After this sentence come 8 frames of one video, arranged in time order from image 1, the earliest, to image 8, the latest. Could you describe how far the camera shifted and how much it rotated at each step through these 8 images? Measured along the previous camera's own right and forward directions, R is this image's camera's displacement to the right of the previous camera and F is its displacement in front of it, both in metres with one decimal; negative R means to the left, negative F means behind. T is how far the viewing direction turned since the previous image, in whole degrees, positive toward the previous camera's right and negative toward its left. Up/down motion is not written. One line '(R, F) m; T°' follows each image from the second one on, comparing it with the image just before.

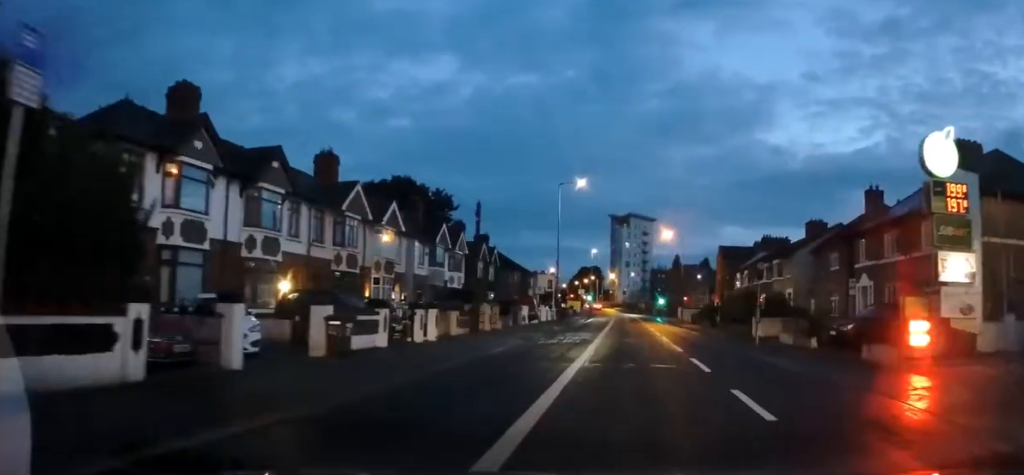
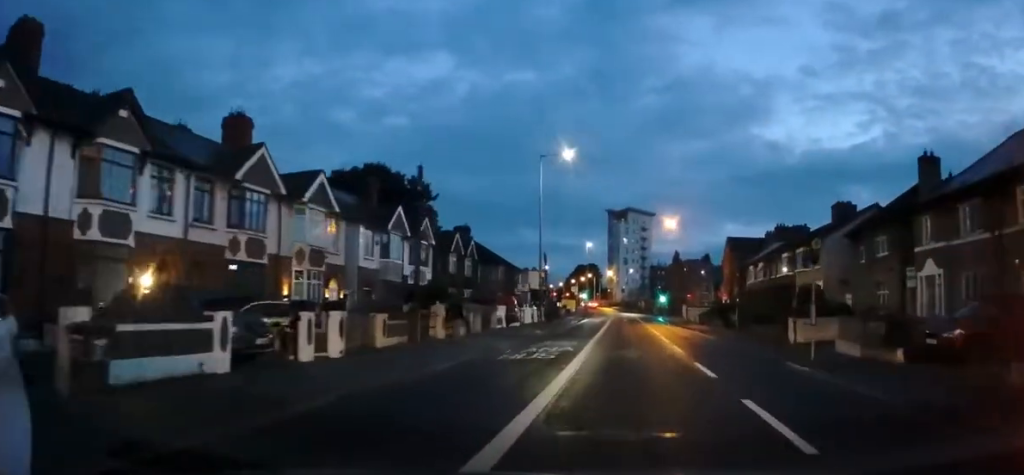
(+0.1, +8.0) m; +1°
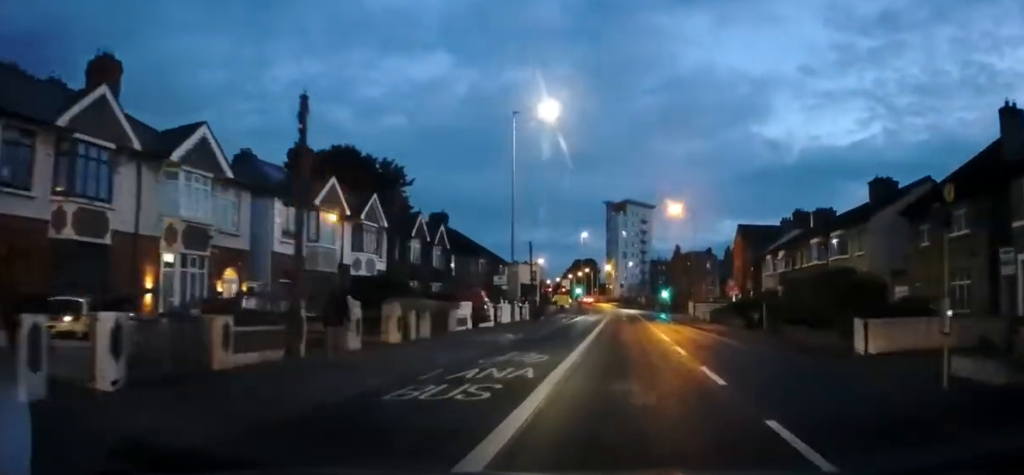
(+0.1, +8.0) m; +1°
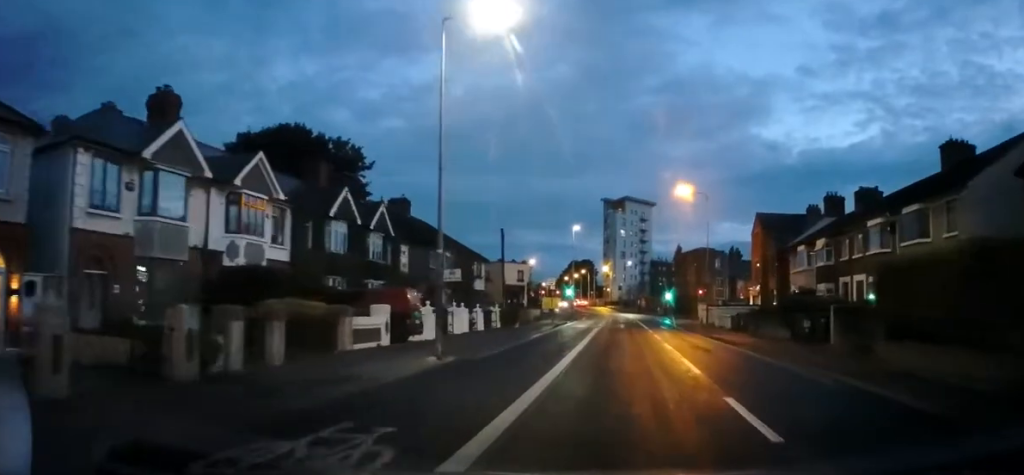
(+0.3, +10.3) m; -1°
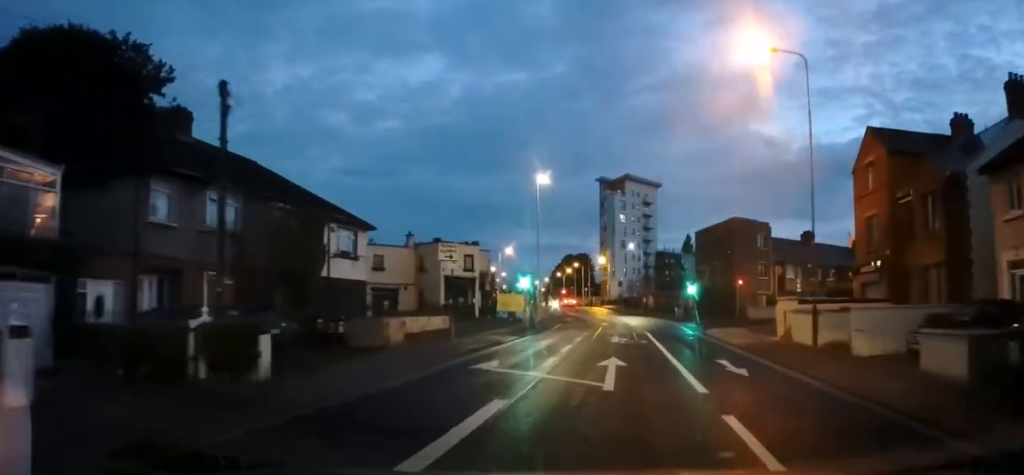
(-1.0, +27.2) m; -3°
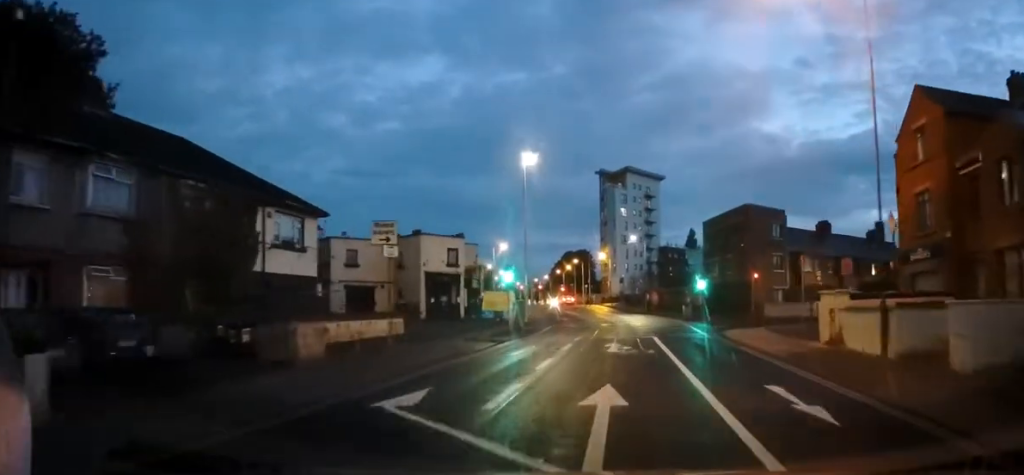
(-0.1, +5.6) m; +1°
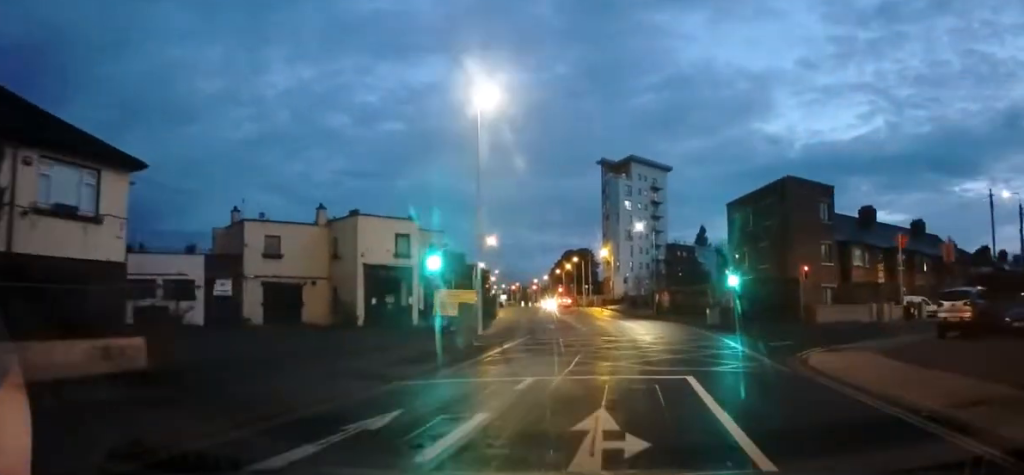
(+0.1, +12.4) m; +1°
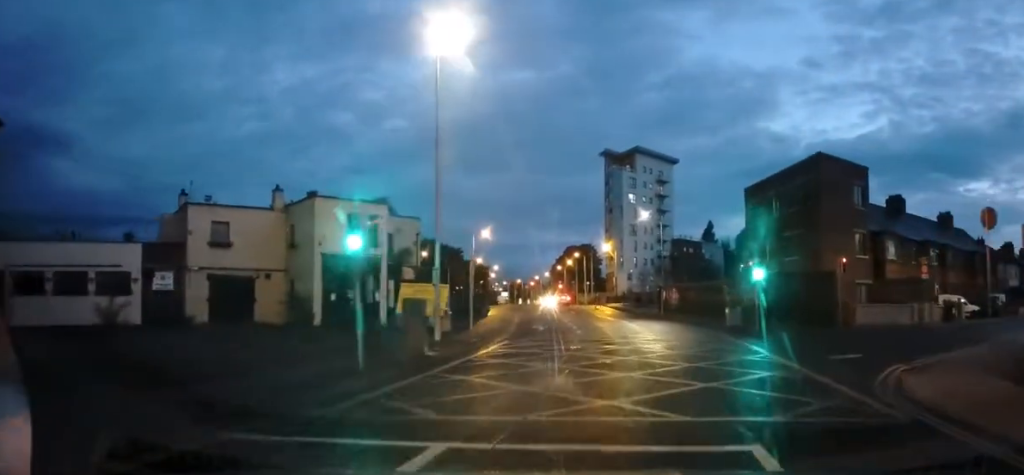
(+0.3, +5.8) m; 0°
